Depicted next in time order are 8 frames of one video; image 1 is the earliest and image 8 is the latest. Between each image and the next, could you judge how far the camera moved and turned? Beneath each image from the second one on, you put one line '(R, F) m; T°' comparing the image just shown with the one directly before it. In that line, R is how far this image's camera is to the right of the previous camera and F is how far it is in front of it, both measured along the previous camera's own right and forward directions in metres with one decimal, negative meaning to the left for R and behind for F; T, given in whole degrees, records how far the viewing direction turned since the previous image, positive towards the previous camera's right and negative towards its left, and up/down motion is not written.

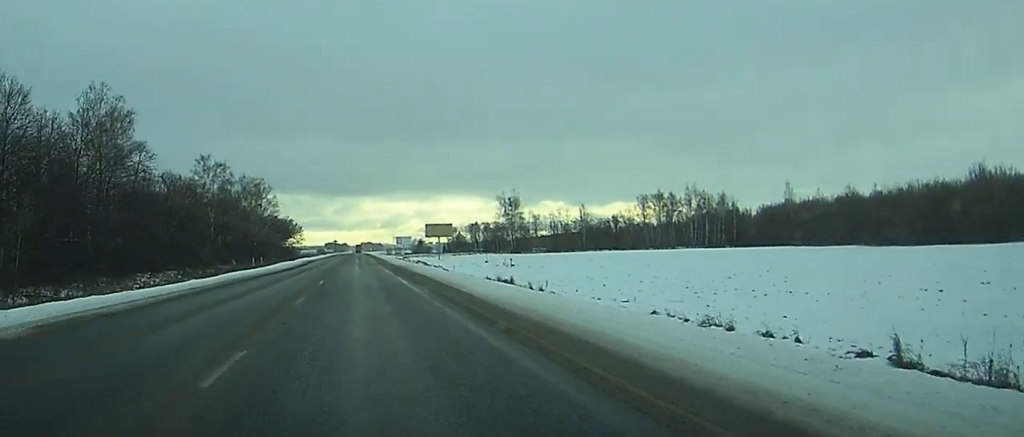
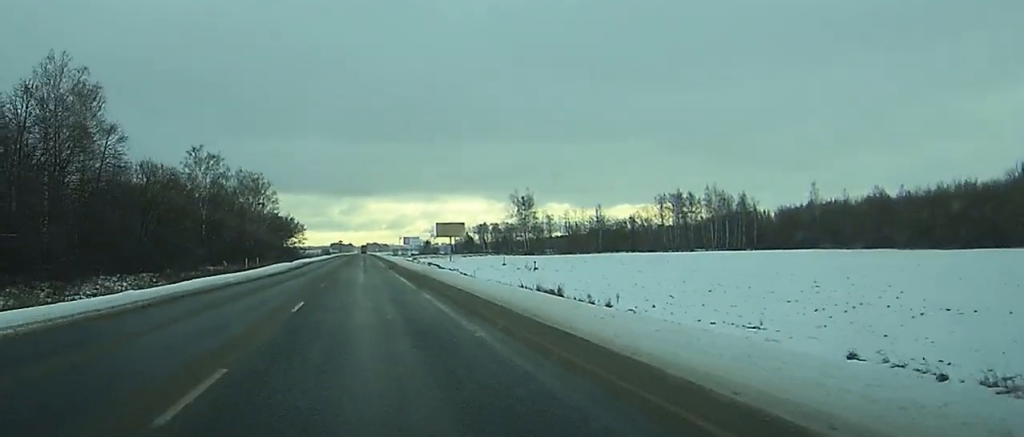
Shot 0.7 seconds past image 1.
(0.0, +13.5) m; 0°
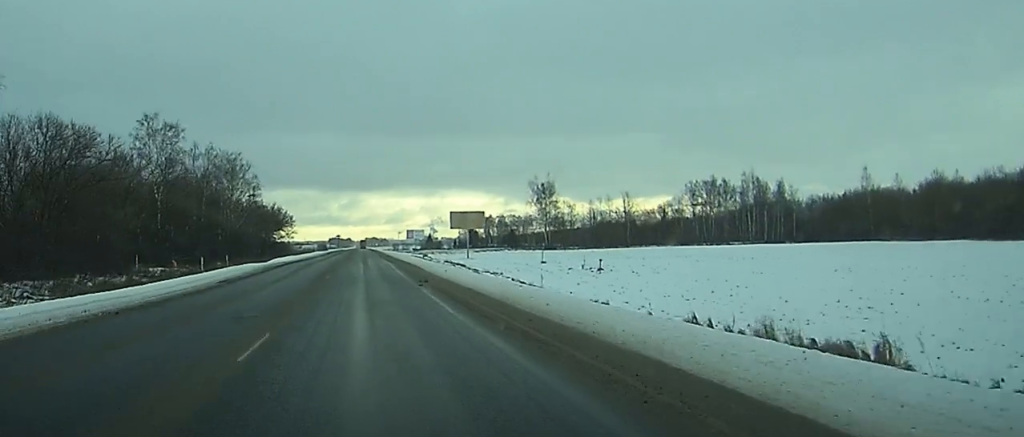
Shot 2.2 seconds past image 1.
(+0.1, +31.5) m; 0°
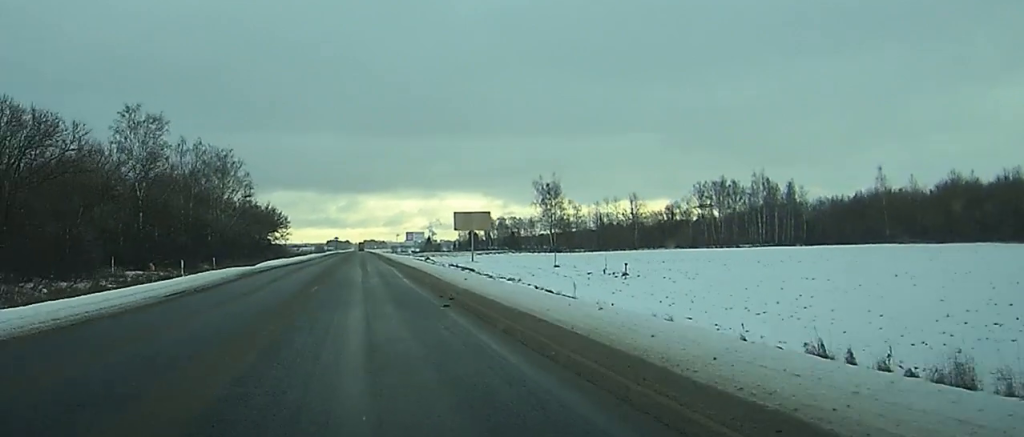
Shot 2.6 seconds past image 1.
(0.0, +8.6) m; 0°
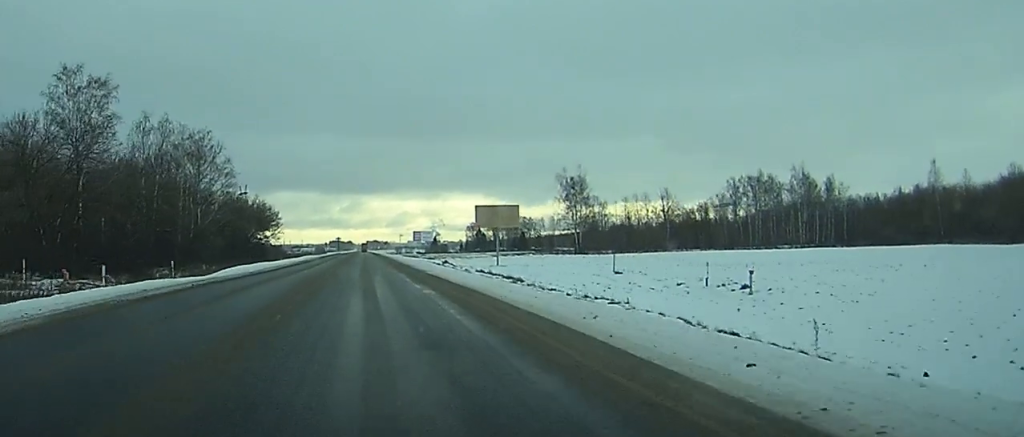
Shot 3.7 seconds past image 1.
(0.0, +24.0) m; 0°
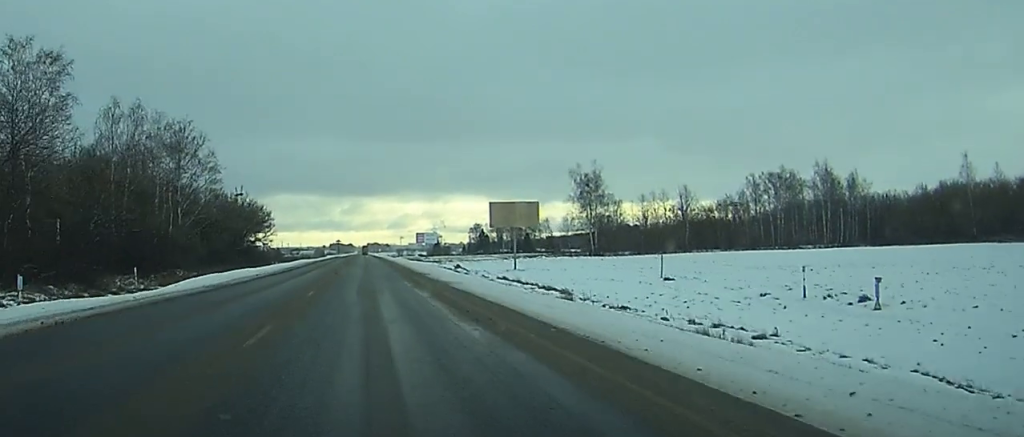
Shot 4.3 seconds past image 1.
(0.0, +13.3) m; 0°
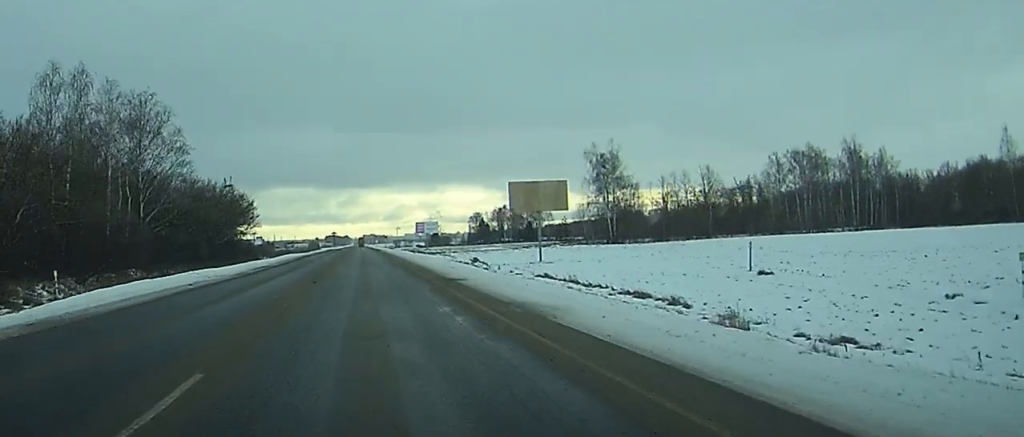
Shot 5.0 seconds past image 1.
(0.0, +17.1) m; 0°
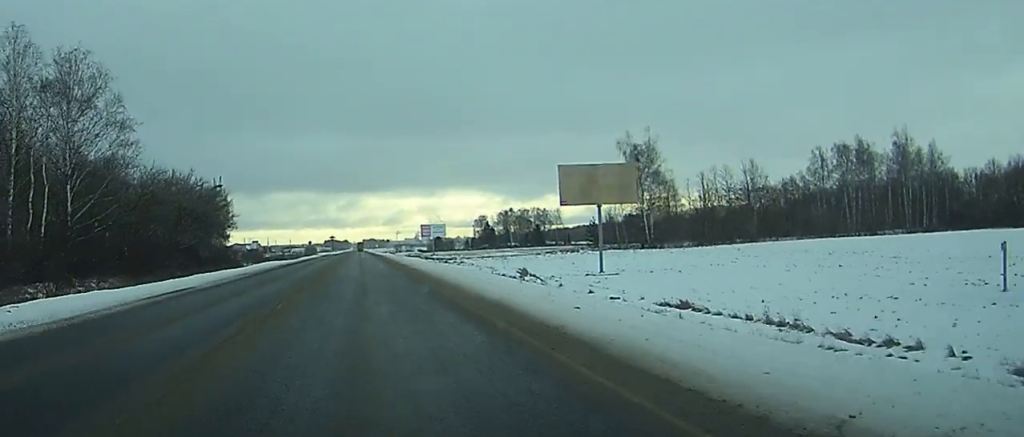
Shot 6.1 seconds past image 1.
(0.0, +23.1) m; 0°
